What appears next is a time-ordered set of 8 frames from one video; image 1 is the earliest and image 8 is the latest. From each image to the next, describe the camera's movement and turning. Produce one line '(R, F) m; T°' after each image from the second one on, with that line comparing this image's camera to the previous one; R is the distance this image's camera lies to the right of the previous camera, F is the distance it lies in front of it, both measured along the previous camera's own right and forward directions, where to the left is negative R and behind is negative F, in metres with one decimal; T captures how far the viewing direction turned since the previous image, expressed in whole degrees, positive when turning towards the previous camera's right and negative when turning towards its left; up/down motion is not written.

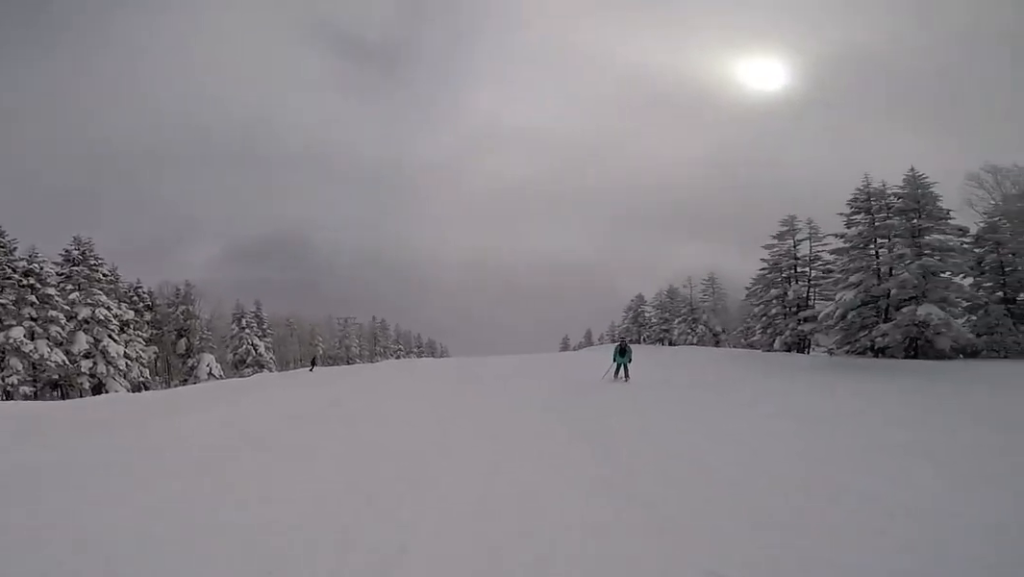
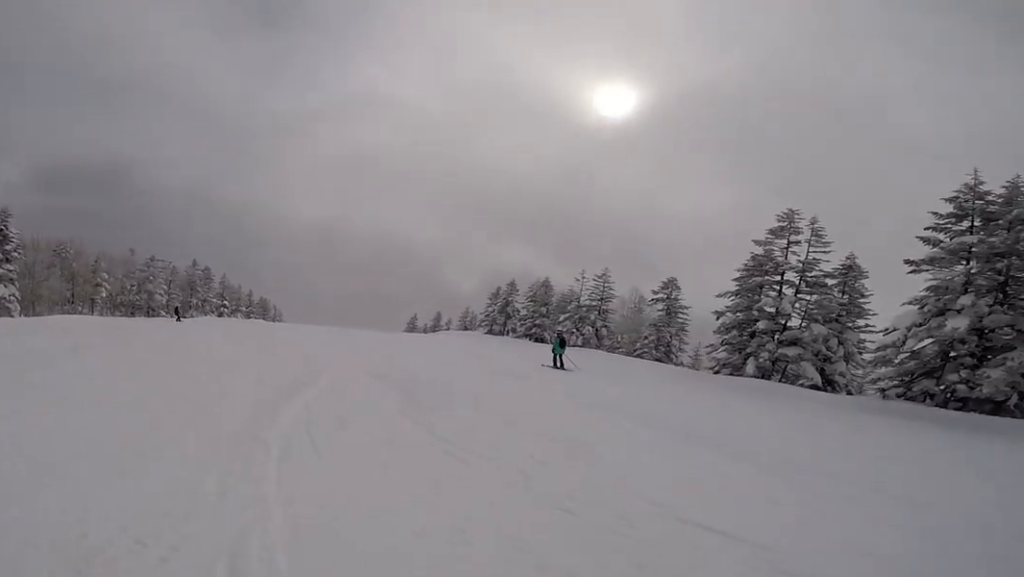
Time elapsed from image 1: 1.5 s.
(+3.2, +11.4) m; +26°
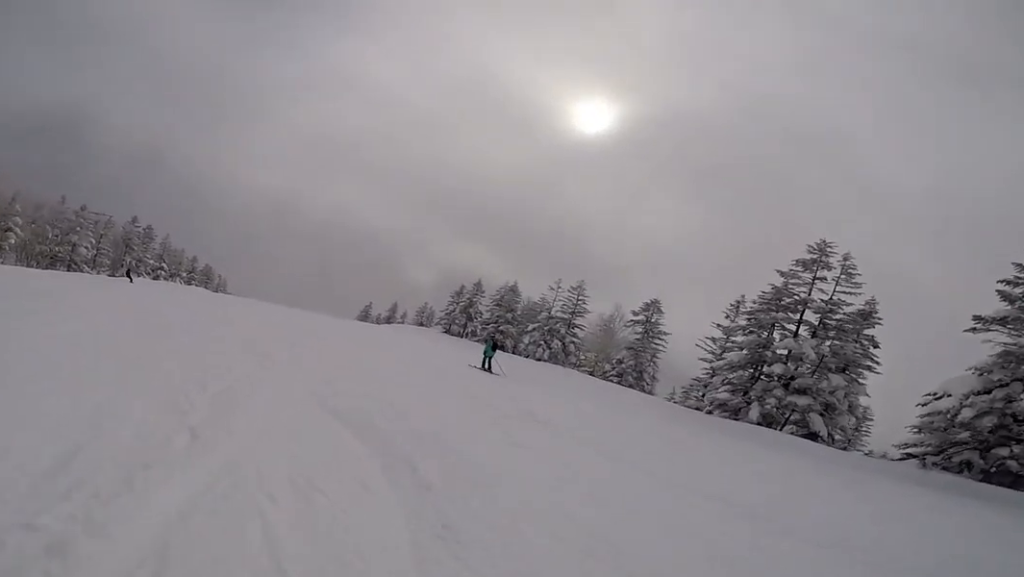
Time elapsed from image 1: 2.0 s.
(-0.1, +4.2) m; +4°
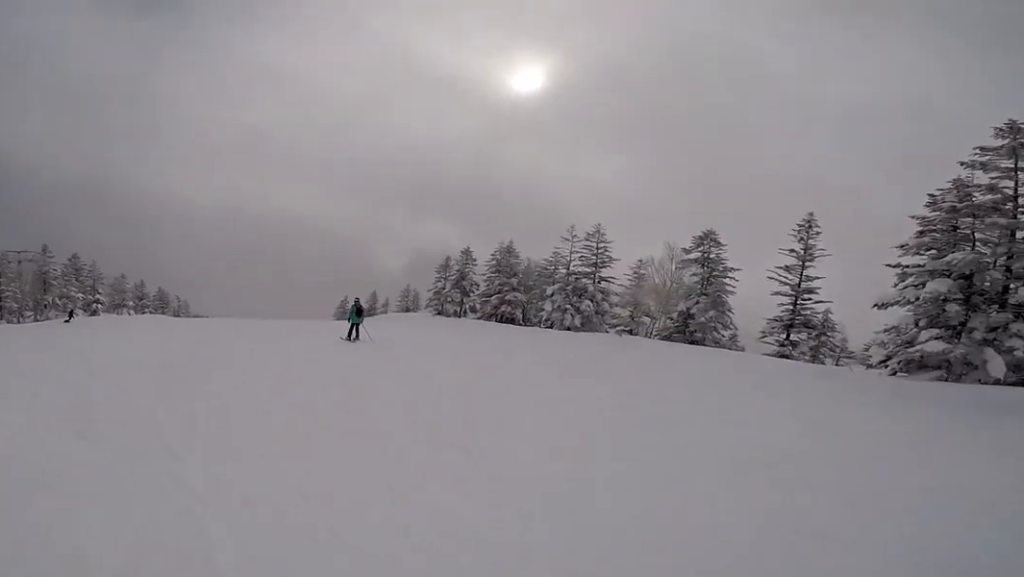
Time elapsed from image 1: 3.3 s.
(+0.8, +9.2) m; +3°
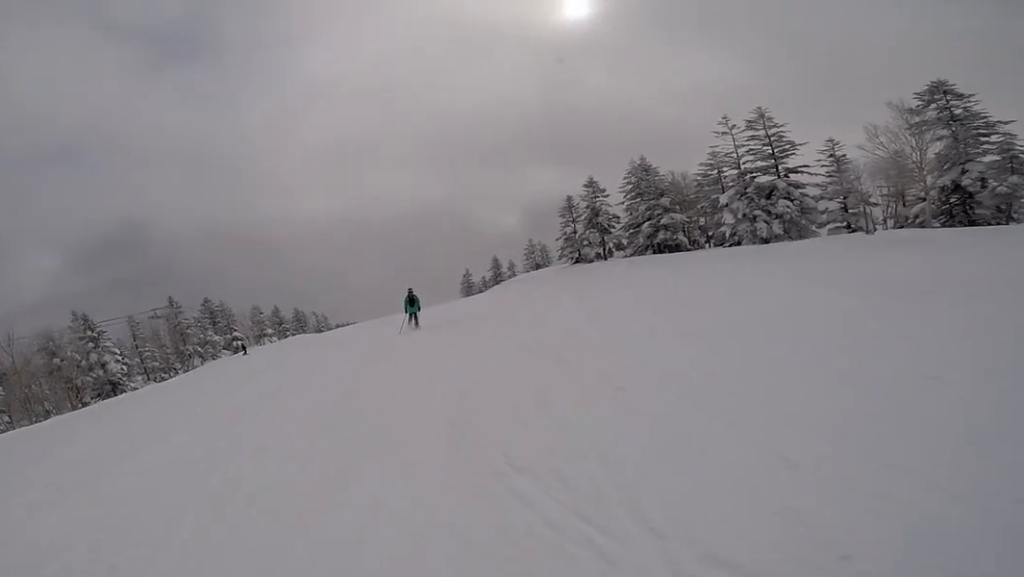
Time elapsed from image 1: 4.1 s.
(-0.4, +5.8) m; 0°
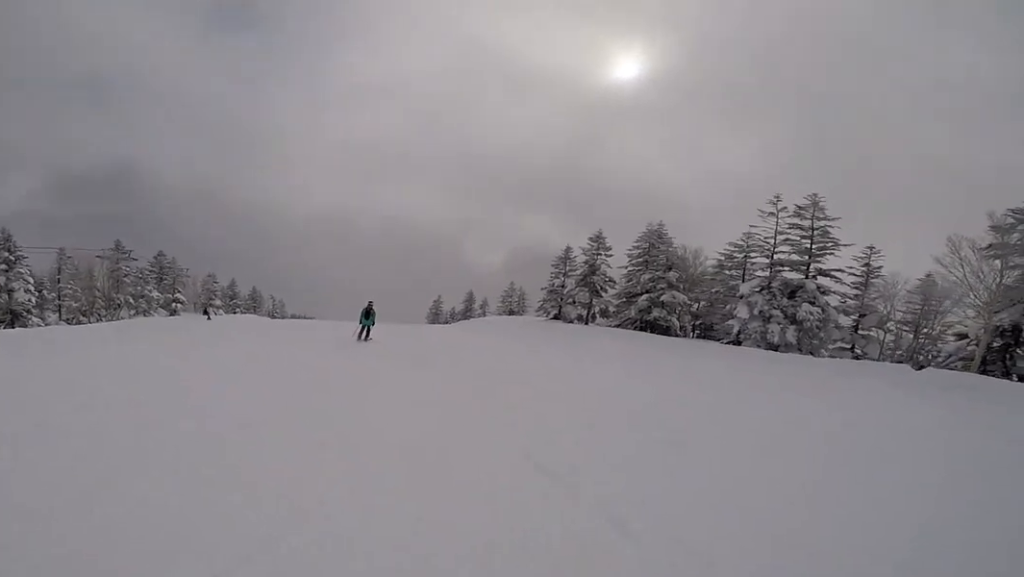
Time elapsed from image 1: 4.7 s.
(-0.2, +3.7) m; 0°
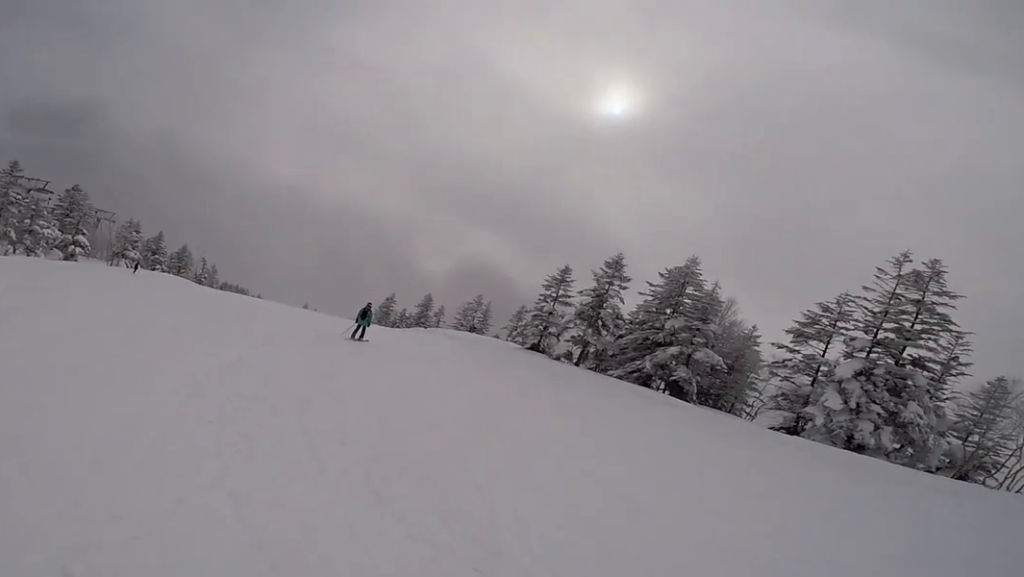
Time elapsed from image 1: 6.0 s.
(+0.2, +8.7) m; -8°
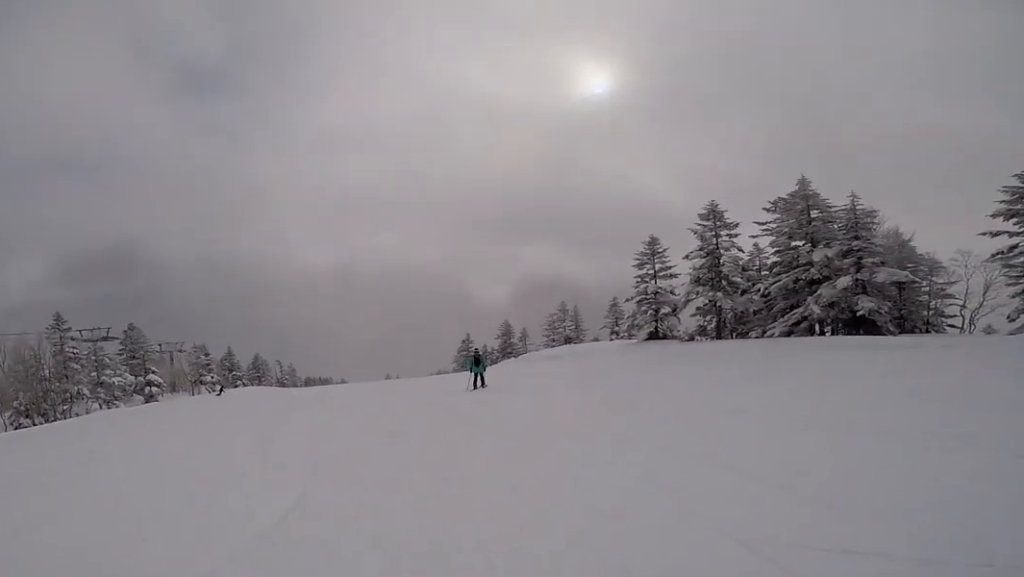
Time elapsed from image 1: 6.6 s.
(-0.3, +4.0) m; -8°
